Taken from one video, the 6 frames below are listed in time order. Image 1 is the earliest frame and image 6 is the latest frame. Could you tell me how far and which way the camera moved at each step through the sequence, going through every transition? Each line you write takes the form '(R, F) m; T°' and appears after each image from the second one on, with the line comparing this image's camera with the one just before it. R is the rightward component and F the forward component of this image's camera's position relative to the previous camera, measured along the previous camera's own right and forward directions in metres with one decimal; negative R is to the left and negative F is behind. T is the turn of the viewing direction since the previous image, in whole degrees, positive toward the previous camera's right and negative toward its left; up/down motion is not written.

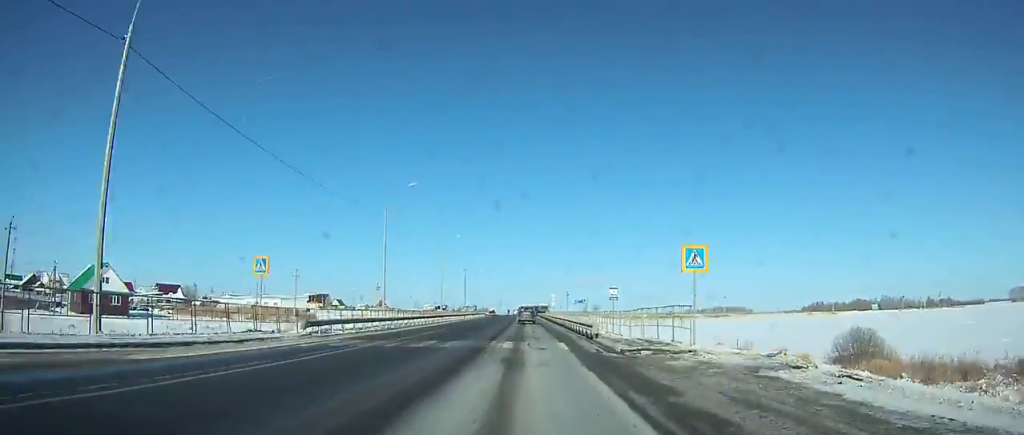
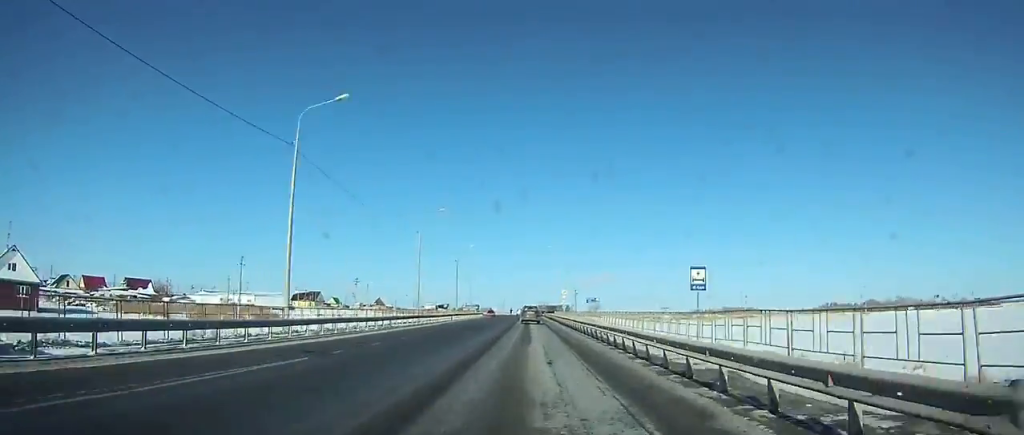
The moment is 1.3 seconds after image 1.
(-0.1, +22.5) m; 0°
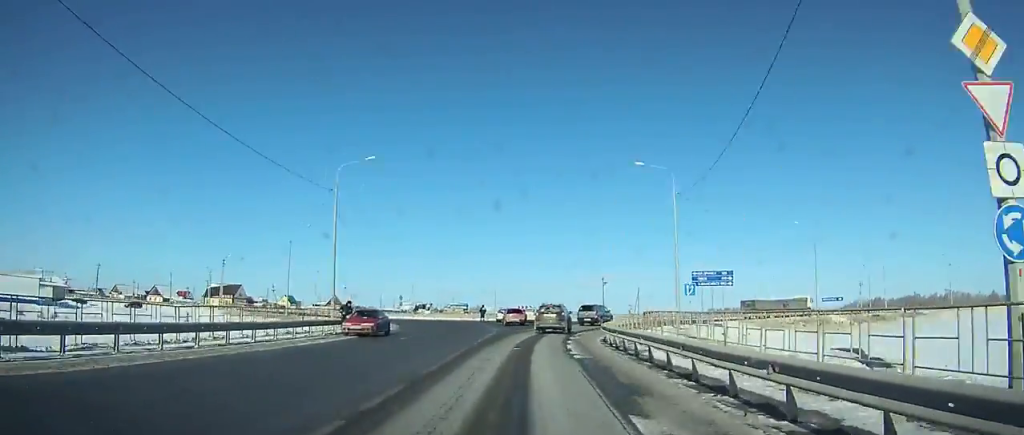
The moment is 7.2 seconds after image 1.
(+0.1, +89.0) m; +3°
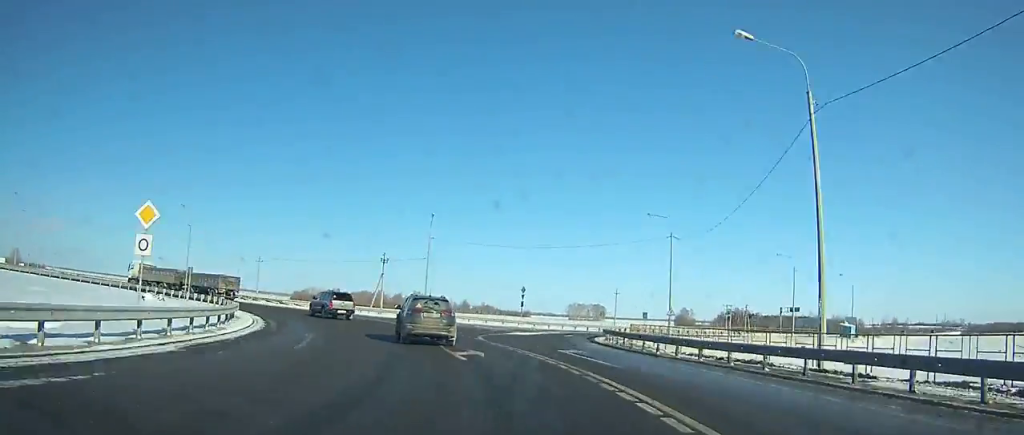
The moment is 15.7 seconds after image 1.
(+37.4, +83.2) m; +39°
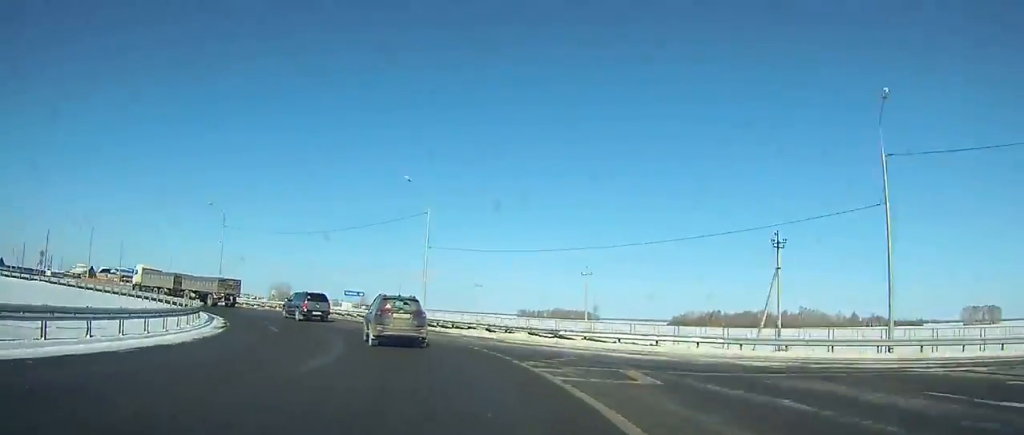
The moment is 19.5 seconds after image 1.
(-5.0, +37.6) m; -32°
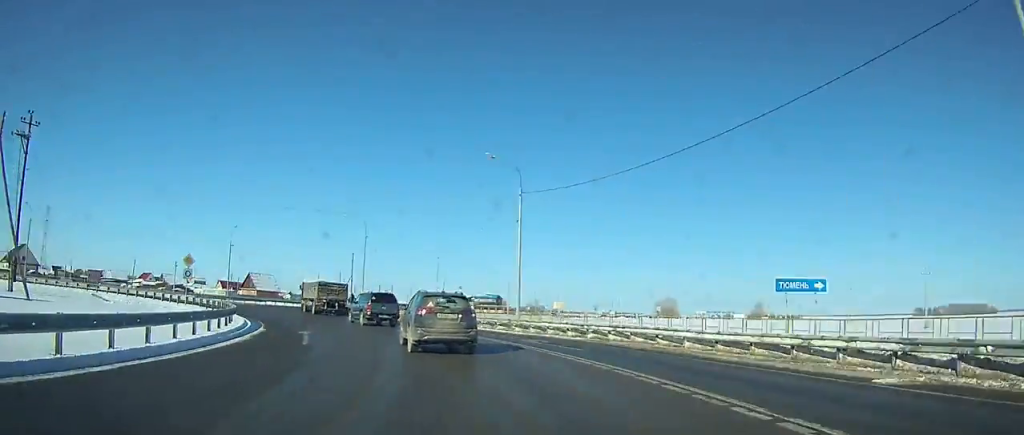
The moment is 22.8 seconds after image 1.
(-12.0, +31.0) m; -35°
